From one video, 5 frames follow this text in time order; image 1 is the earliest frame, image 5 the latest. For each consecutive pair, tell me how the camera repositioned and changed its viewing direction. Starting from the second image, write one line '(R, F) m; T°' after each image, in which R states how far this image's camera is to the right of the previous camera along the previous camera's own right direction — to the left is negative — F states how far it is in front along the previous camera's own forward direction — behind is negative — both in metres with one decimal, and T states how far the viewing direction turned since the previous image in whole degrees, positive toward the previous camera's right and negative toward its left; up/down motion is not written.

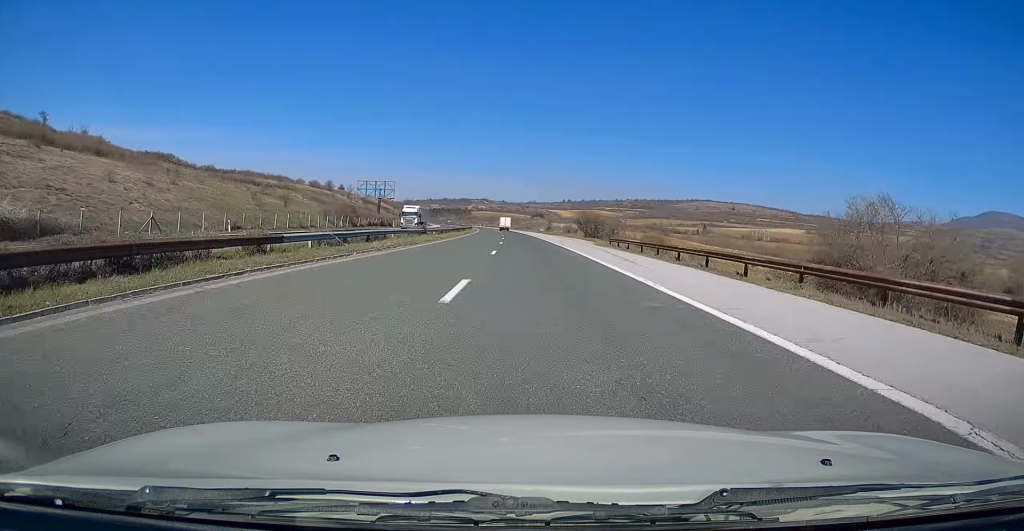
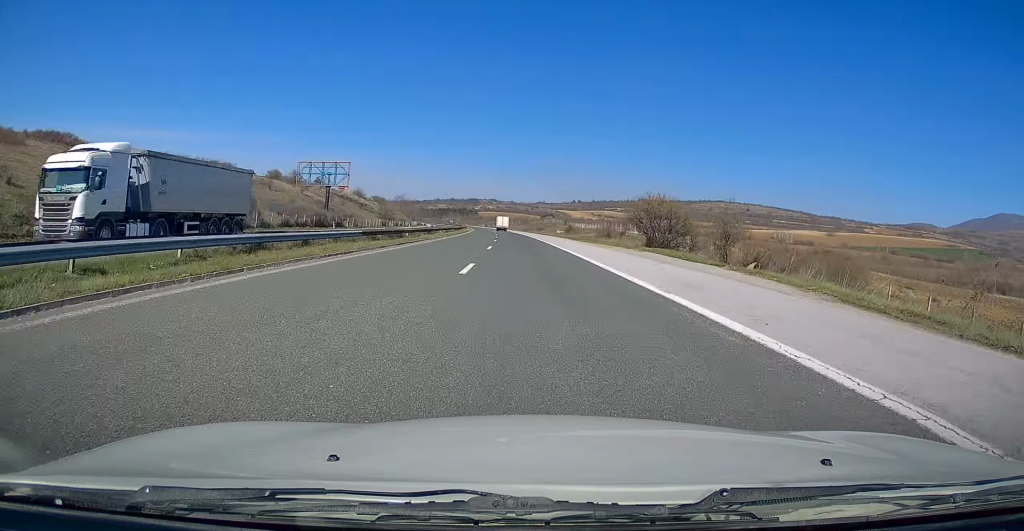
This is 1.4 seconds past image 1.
(+0.1, +42.6) m; 0°
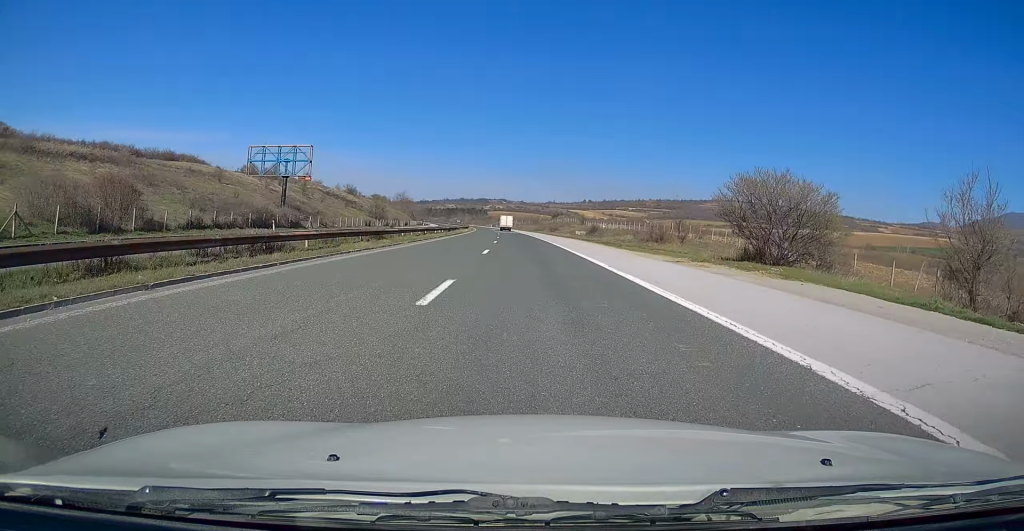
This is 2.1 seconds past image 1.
(-0.3, +21.8) m; -1°
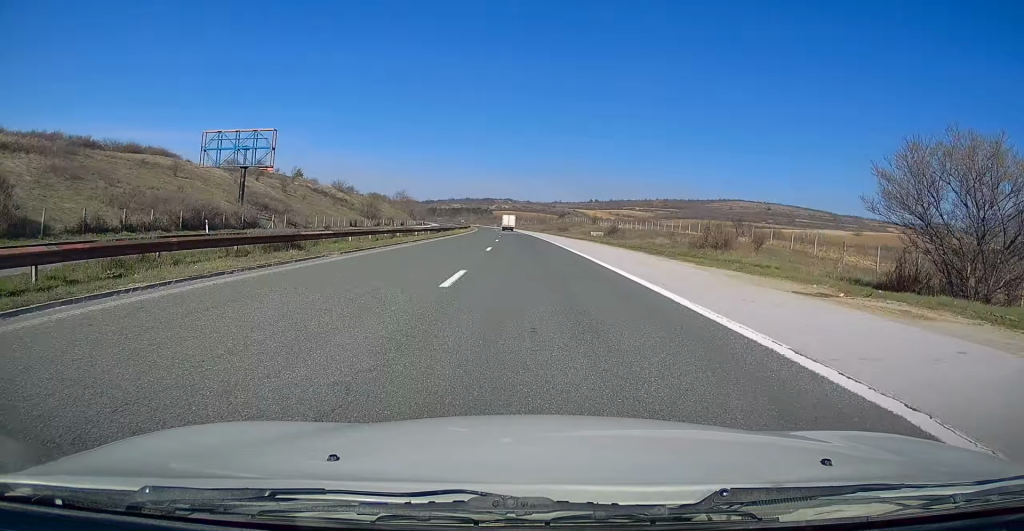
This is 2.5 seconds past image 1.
(0.0, +13.5) m; -1°
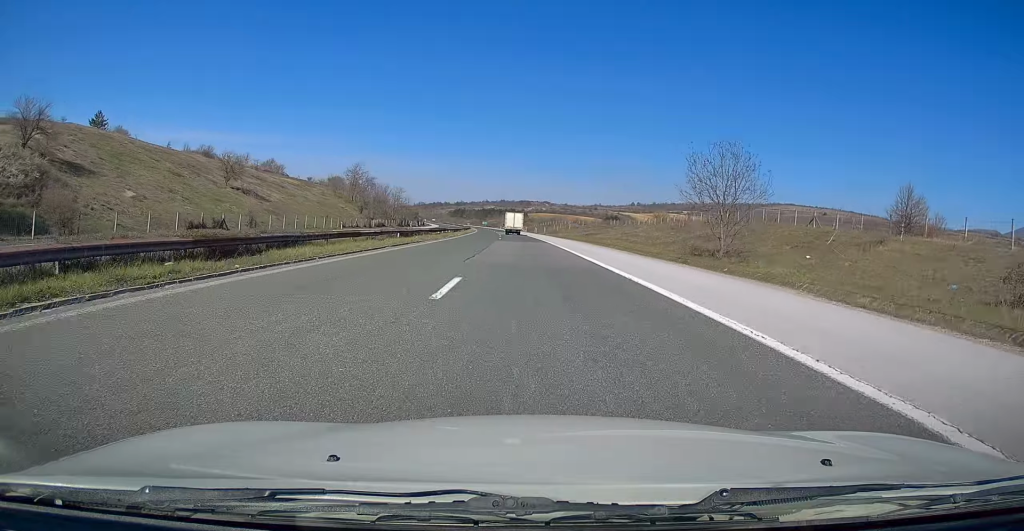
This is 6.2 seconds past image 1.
(-3.2, +113.4) m; -3°
